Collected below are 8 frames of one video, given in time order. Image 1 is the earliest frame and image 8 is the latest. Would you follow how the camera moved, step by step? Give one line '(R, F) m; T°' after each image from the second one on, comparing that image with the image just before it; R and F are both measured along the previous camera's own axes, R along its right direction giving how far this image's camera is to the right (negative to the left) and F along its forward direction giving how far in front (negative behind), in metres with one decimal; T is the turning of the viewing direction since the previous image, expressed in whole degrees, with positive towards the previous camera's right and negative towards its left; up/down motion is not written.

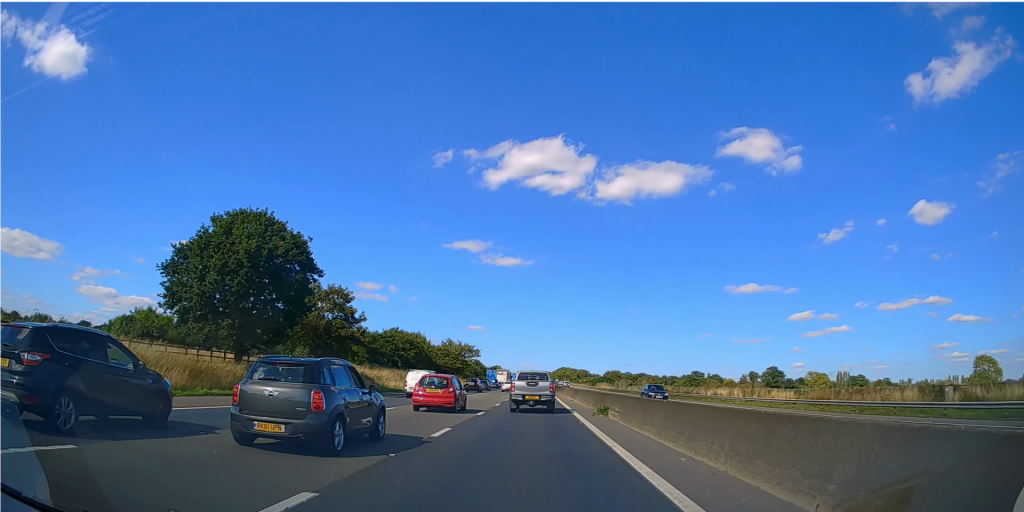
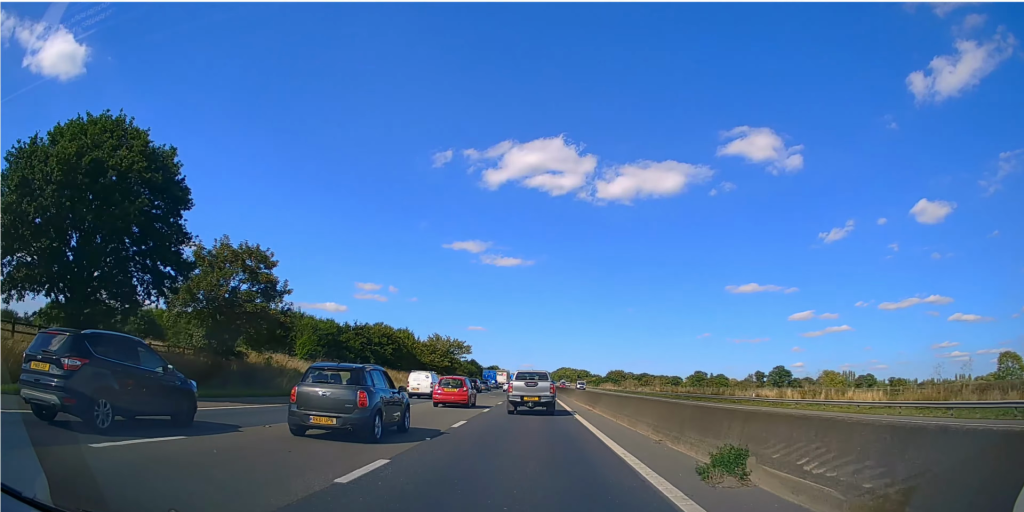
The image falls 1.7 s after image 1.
(+0.1, +16.4) m; 0°
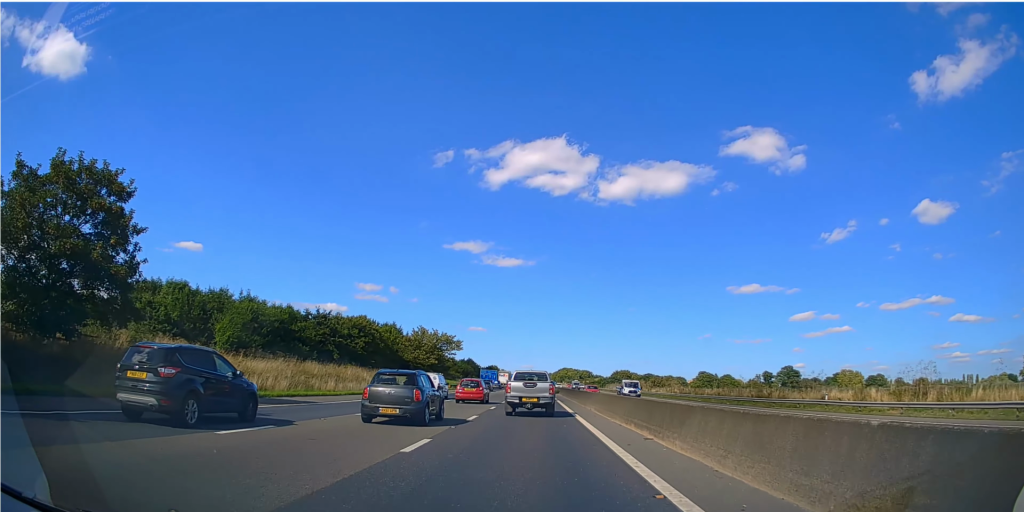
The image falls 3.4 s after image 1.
(0.0, +16.1) m; 0°
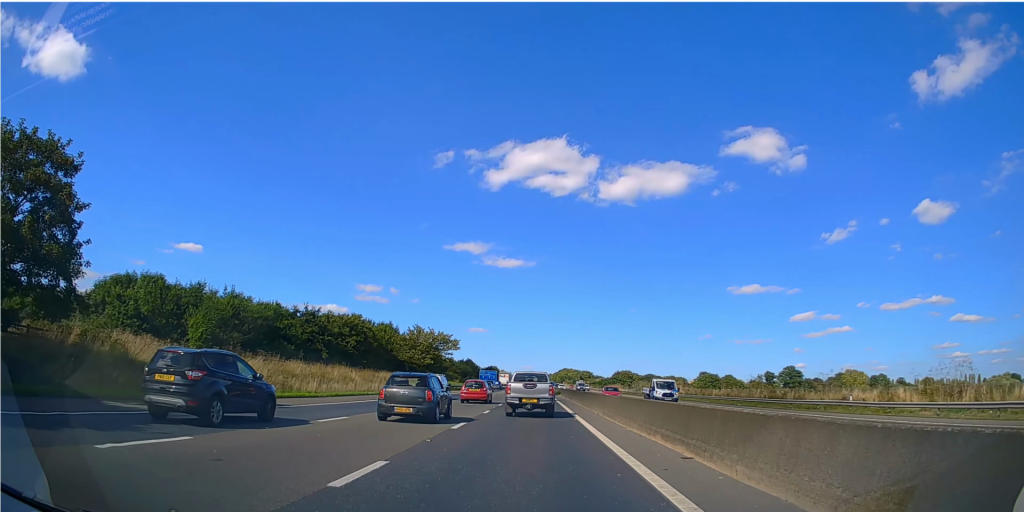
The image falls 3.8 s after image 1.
(0.0, +3.5) m; 0°
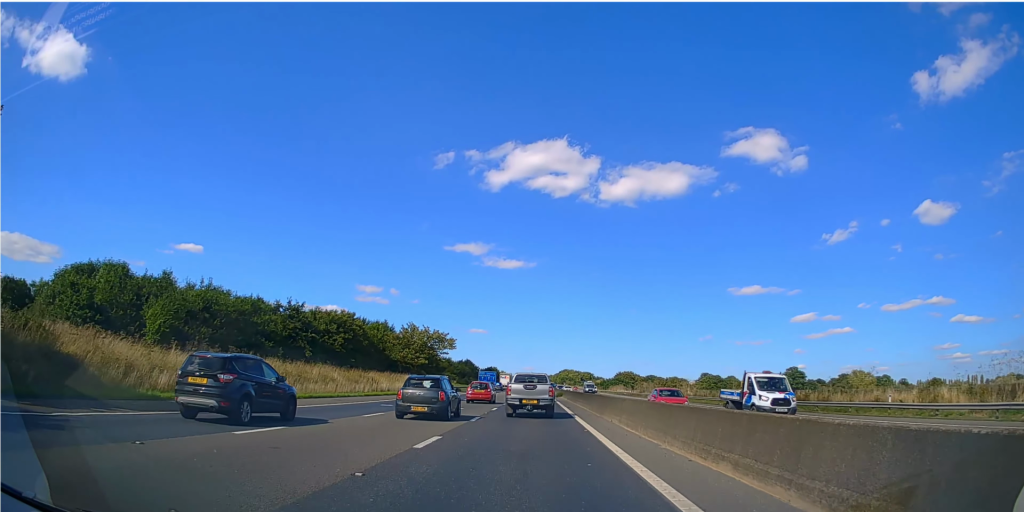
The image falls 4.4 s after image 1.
(0.0, +5.0) m; 0°
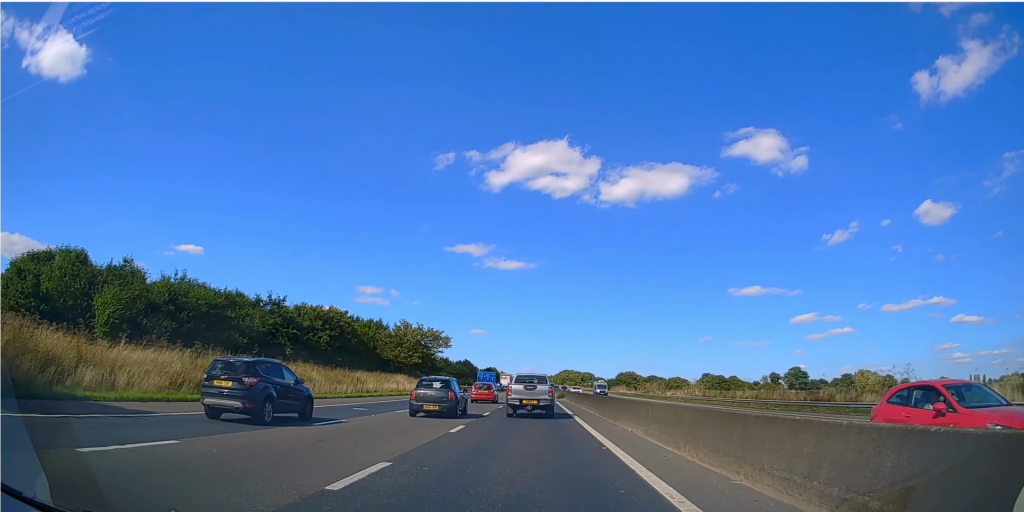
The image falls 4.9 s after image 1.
(0.0, +4.6) m; 0°
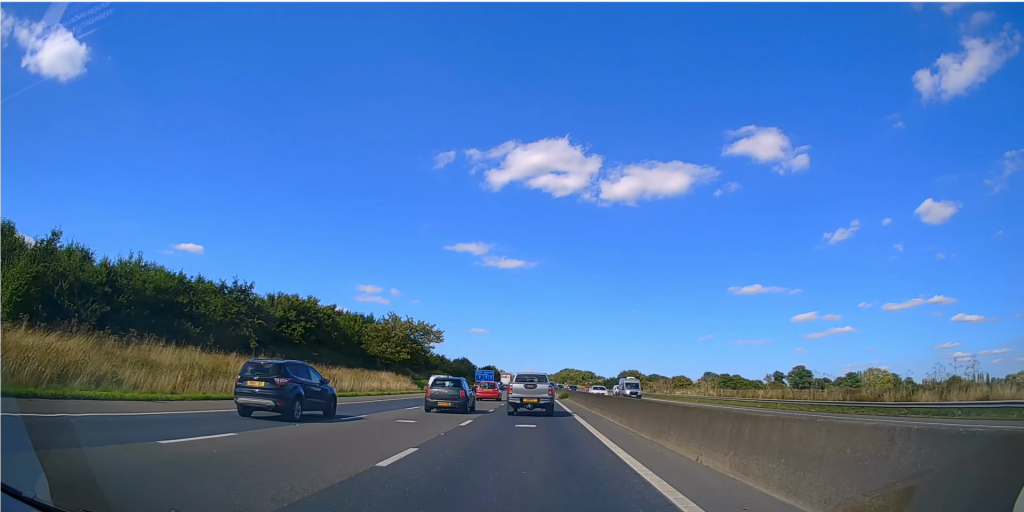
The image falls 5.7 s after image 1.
(0.0, +6.9) m; 0°
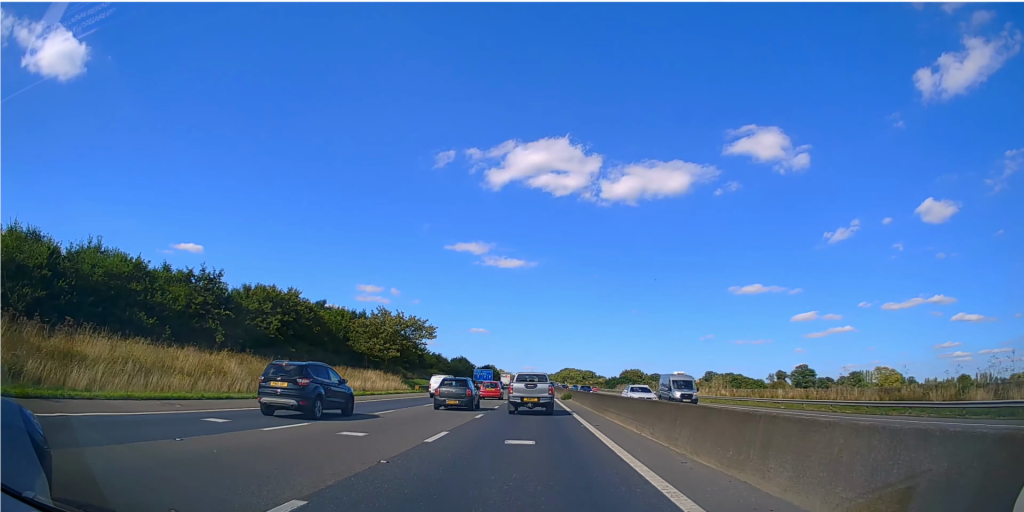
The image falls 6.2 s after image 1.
(0.0, +5.3) m; 0°
